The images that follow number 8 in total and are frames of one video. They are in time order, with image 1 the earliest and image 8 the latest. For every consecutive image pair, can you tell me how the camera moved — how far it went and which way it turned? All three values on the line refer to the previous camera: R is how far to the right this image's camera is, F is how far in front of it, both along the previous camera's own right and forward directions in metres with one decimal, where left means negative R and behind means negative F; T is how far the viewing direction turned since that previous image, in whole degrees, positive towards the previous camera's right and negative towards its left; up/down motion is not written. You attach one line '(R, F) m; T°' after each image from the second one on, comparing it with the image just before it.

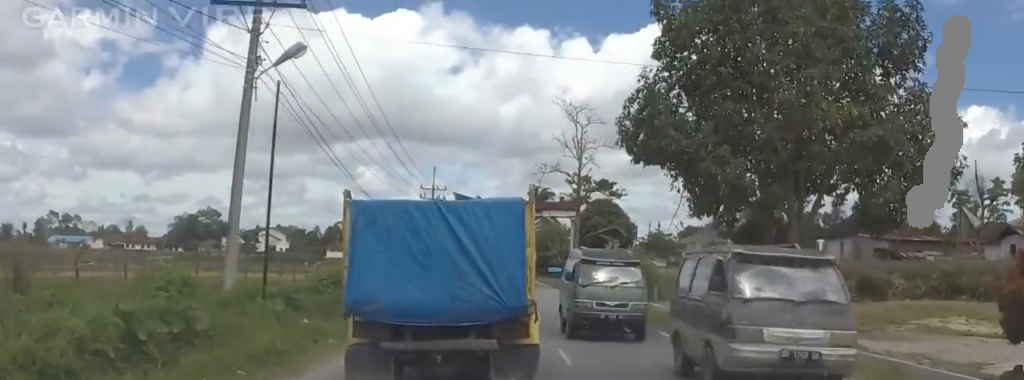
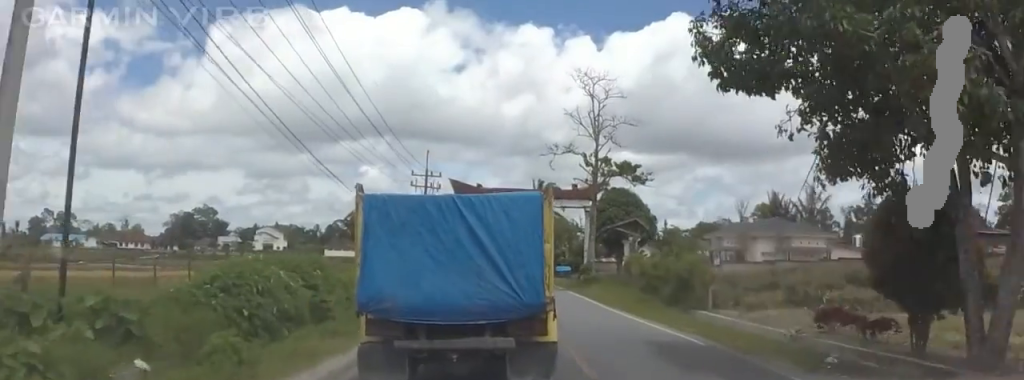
(+0.7, +10.9) m; +1°
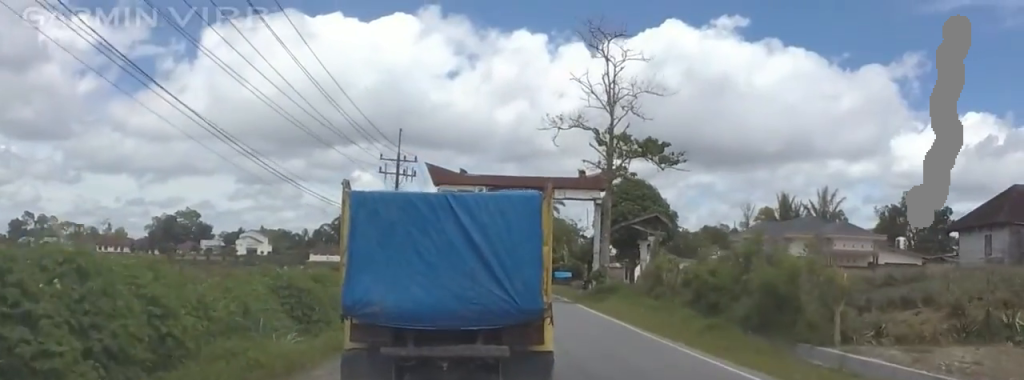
(-0.4, +13.9) m; 0°
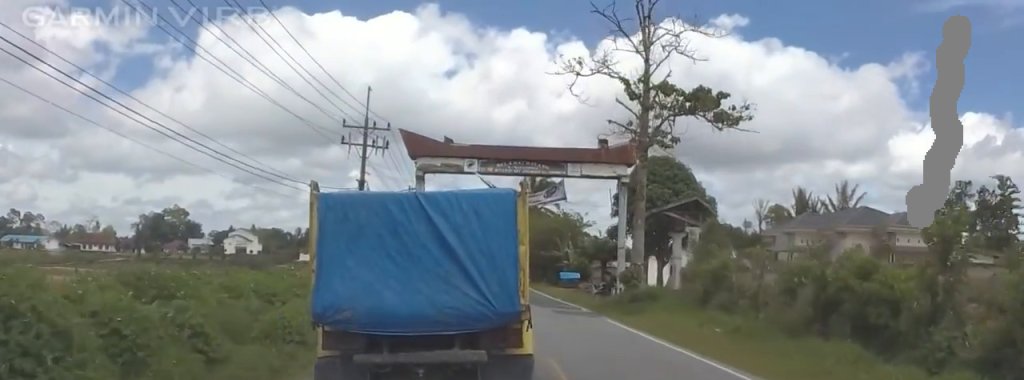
(+0.5, +13.4) m; -1°
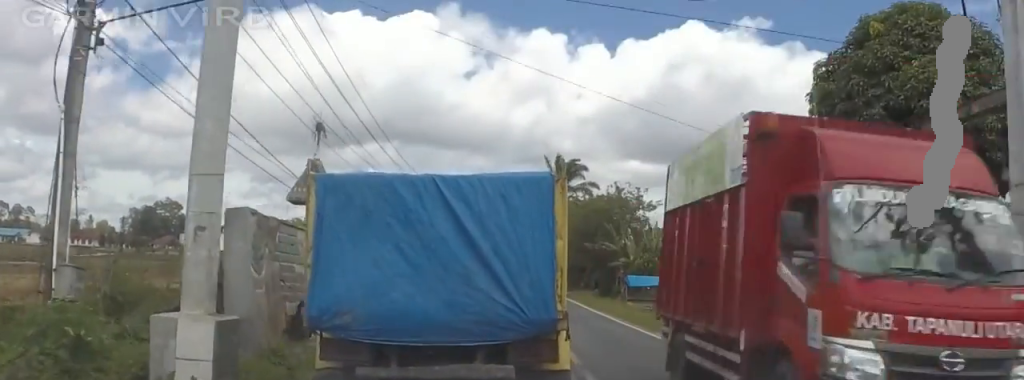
(0.0, +32.9) m; +1°
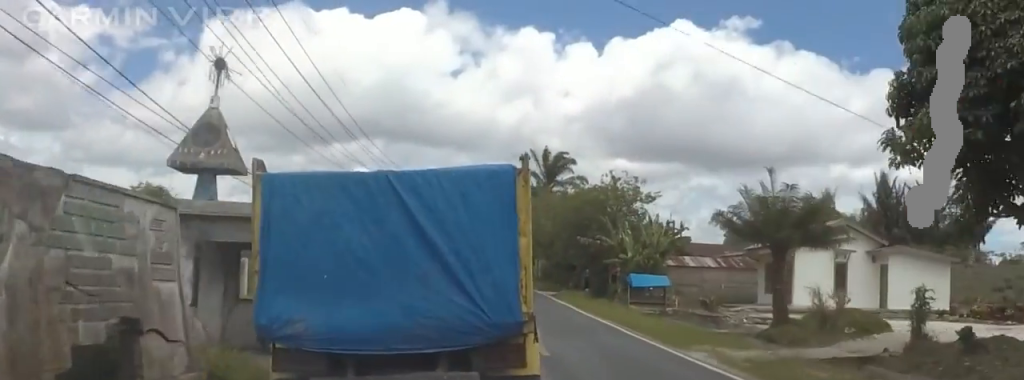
(-0.5, +6.9) m; 0°
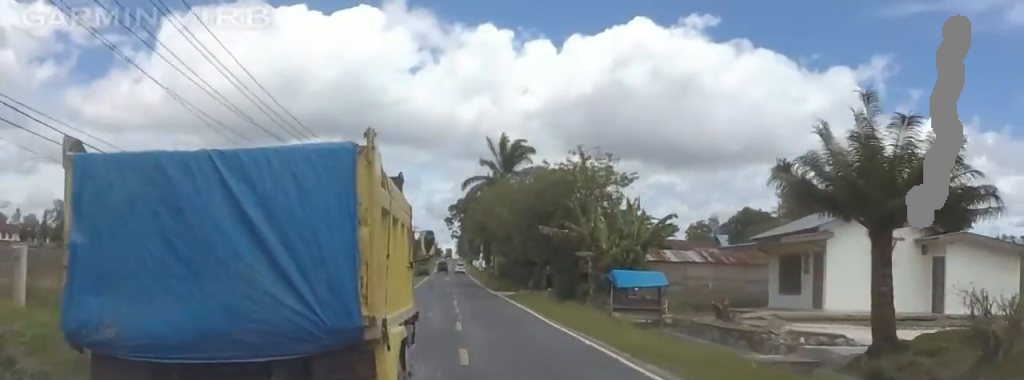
(0.0, +10.3) m; +2°
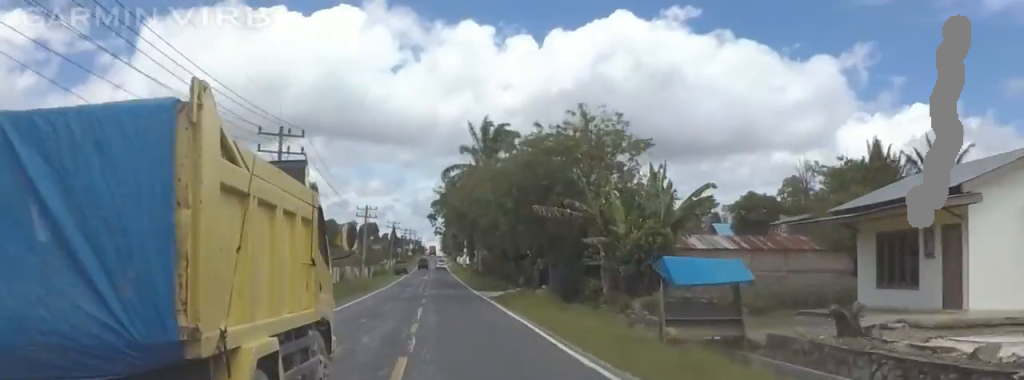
(+0.7, +11.0) m; +2°
